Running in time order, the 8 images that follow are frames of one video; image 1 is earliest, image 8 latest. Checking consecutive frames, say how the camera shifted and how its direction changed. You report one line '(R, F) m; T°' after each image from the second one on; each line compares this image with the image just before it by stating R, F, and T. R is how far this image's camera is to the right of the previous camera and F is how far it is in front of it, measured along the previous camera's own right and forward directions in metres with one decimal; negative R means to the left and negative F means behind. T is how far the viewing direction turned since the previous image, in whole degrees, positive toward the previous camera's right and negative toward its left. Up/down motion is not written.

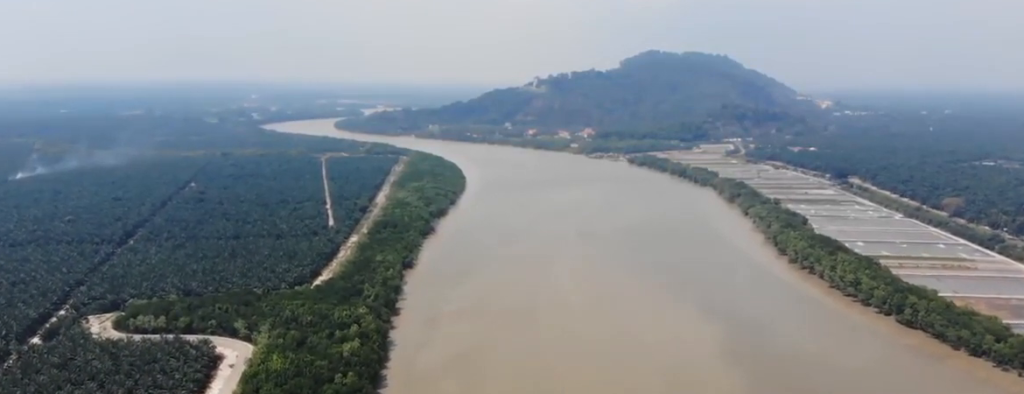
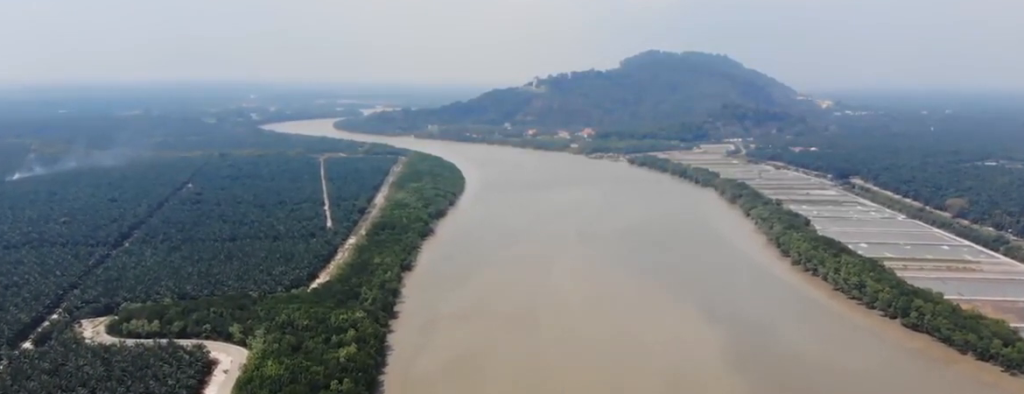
(-0.2, +9.6) m; +1°
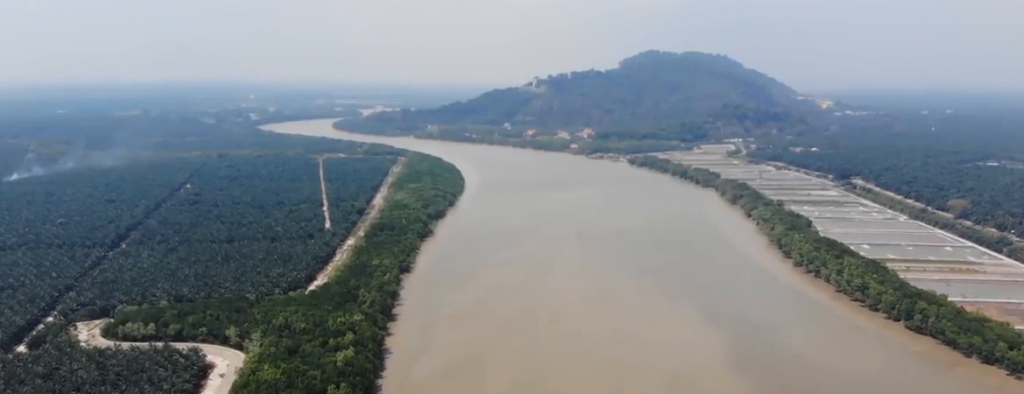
(-0.4, +6.4) m; +2°
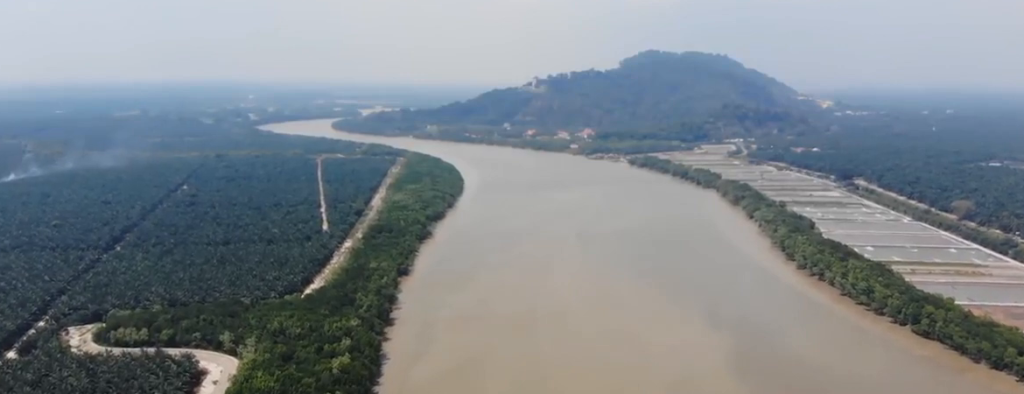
(+0.9, +9.5) m; +3°
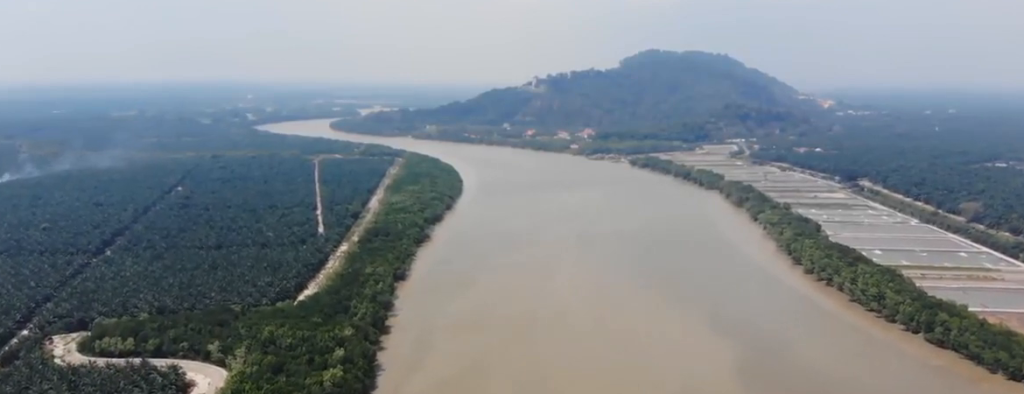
(-0.4, +17.4) m; -3°
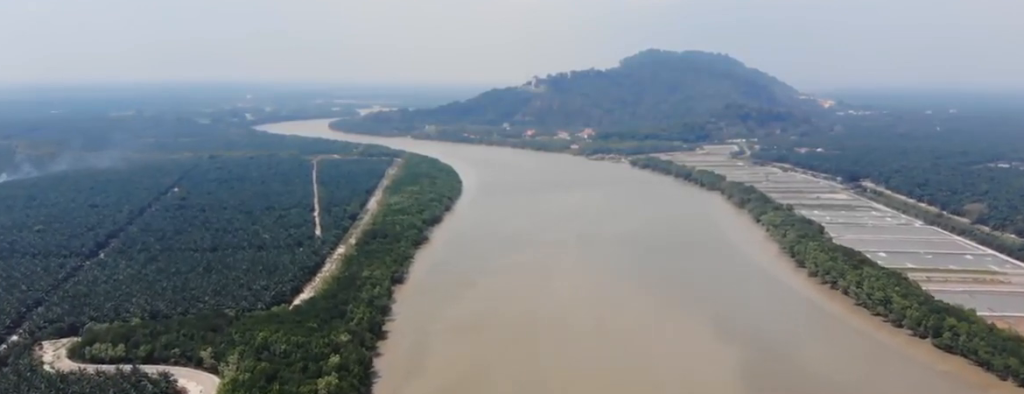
(-0.1, +10.5) m; 0°
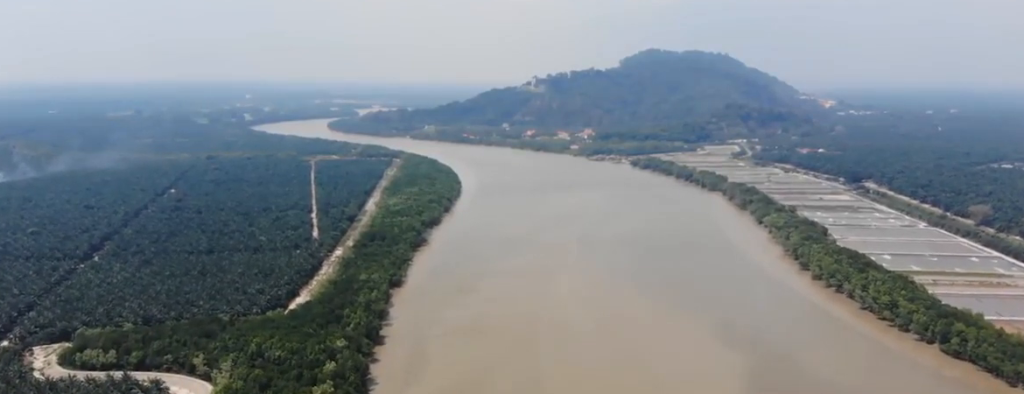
(0.0, +9.9) m; +1°
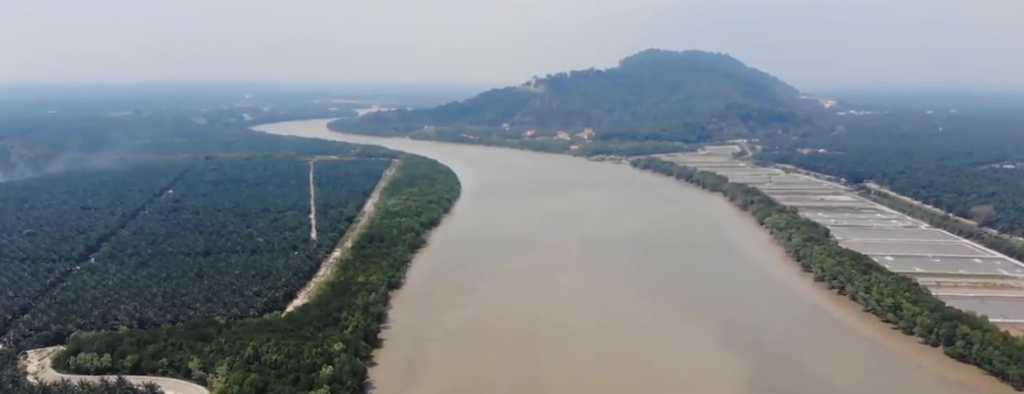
(0.0, +5.9) m; 0°
